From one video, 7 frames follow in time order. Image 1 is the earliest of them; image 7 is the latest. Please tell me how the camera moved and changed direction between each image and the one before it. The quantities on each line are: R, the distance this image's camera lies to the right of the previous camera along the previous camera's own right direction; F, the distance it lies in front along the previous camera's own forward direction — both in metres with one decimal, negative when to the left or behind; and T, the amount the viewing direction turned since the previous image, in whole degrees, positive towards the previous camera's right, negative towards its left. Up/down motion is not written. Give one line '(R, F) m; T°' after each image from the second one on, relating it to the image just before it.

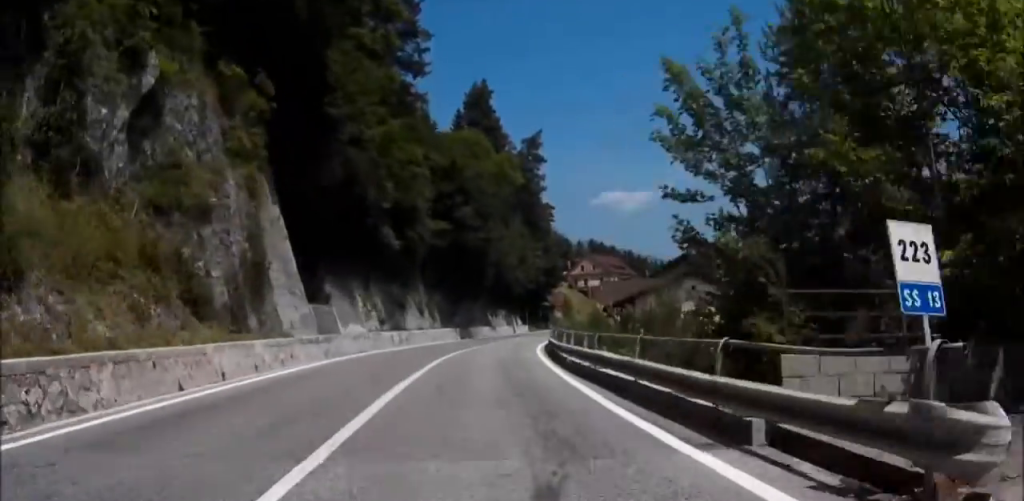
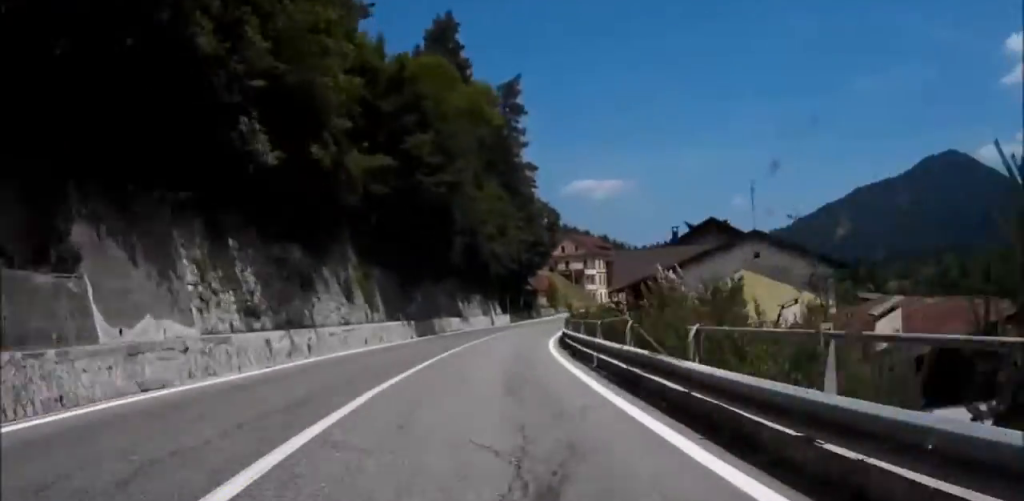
(-0.4, +20.1) m; +3°
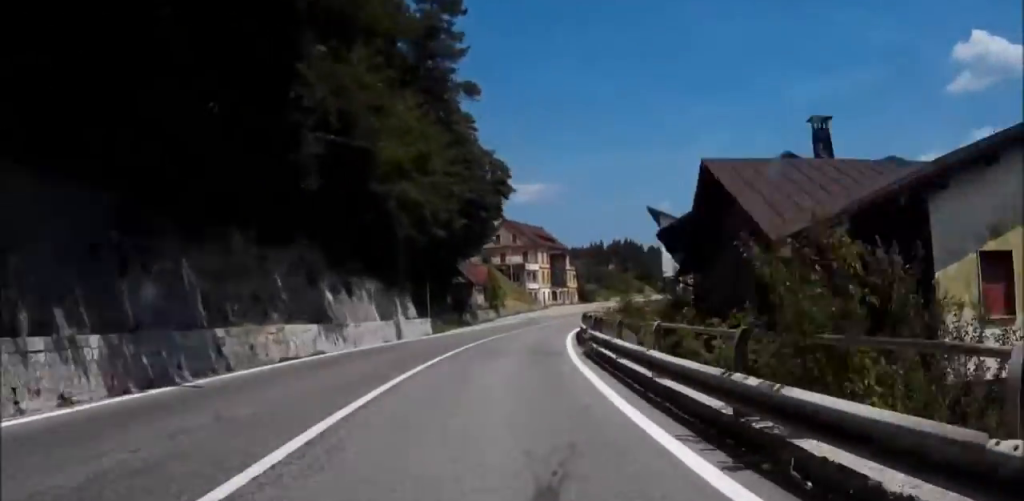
(+1.8, +29.9) m; +5°
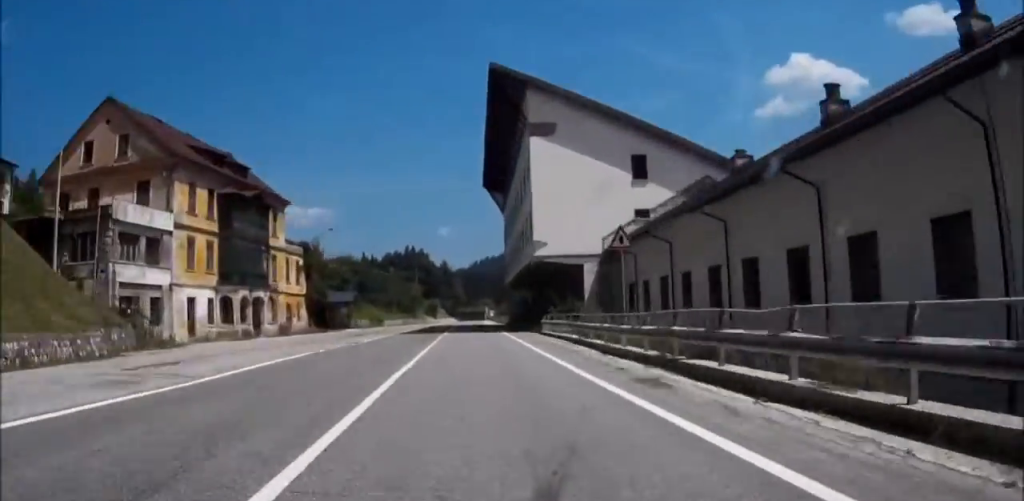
(+9.0, +87.0) m; +8°
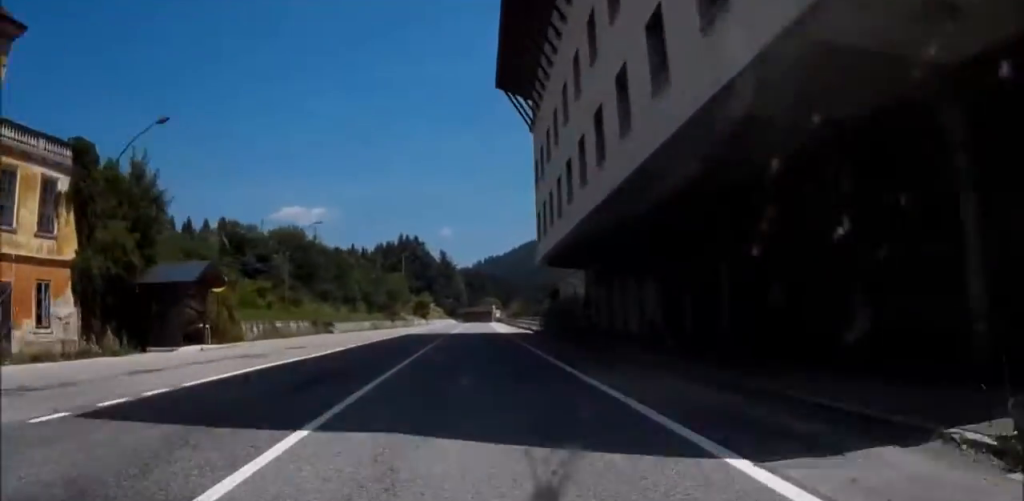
(-1.3, +39.5) m; 0°
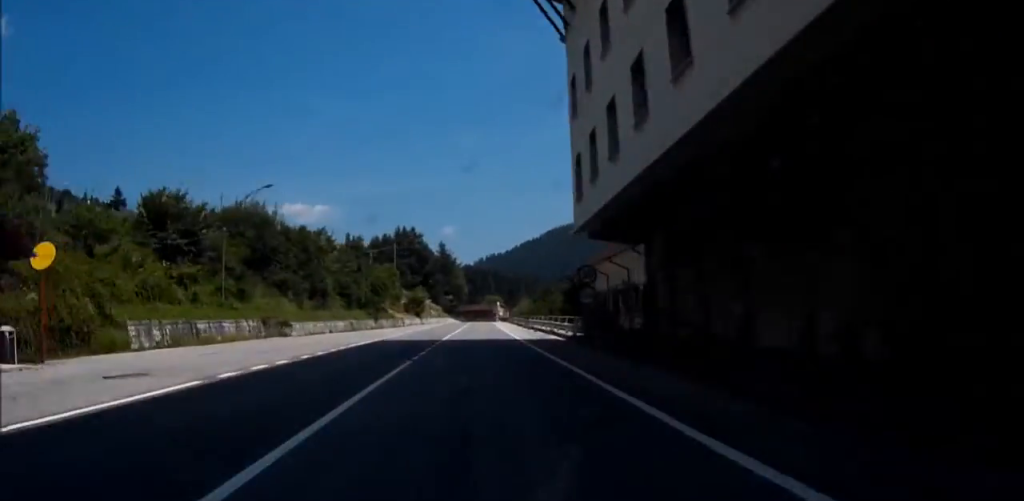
(+0.2, +16.3) m; +1°
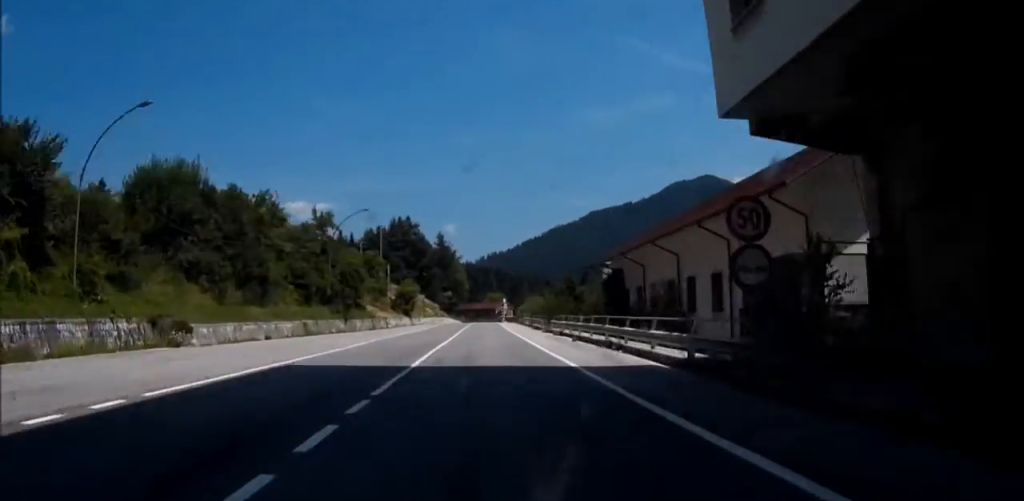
(+0.4, +18.6) m; +2°
